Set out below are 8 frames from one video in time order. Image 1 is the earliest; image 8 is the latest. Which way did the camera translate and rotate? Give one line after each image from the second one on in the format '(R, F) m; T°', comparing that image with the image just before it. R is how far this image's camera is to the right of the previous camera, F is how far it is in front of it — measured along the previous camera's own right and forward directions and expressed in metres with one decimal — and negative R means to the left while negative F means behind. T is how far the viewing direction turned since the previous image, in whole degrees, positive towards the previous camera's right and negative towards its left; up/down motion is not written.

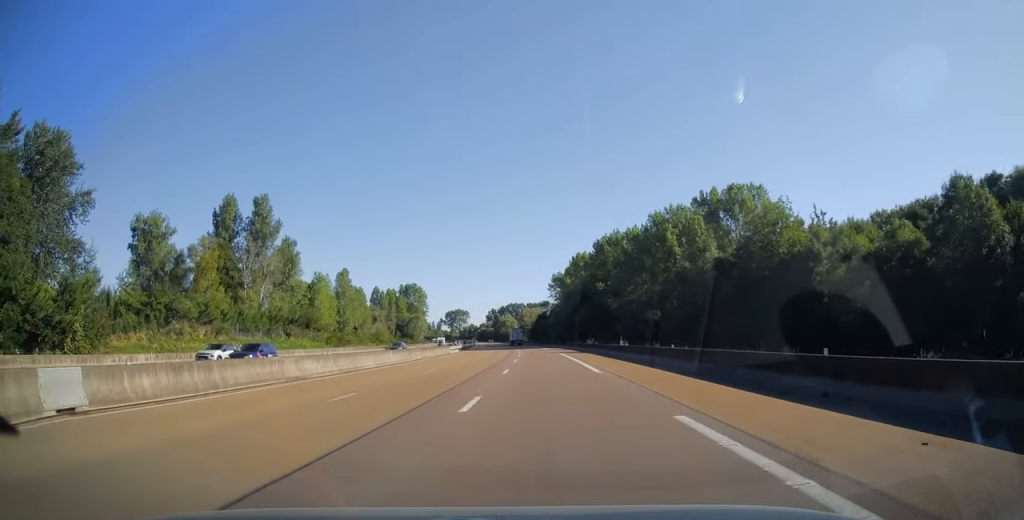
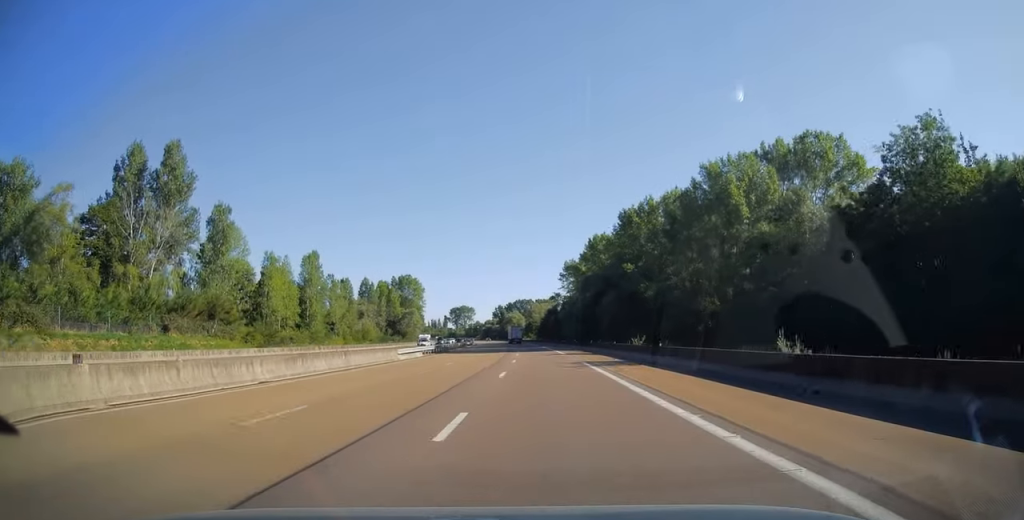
(-0.3, +29.4) m; -1°
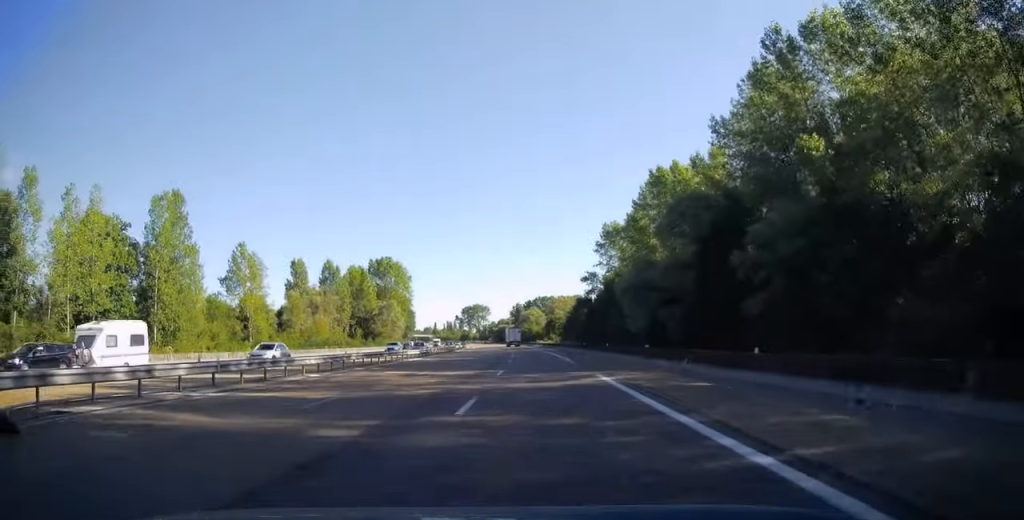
(-1.3, +61.7) m; -2°
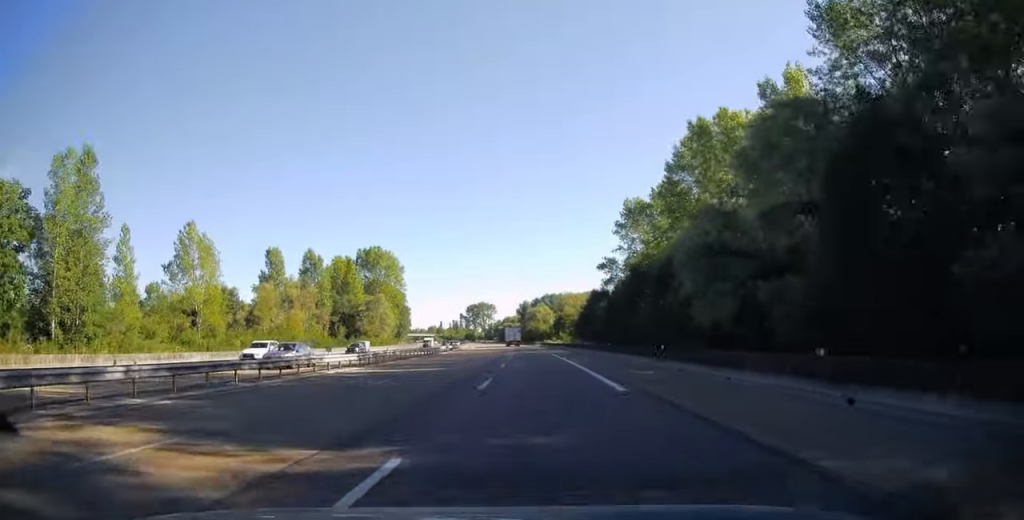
(-0.1, +20.2) m; -1°
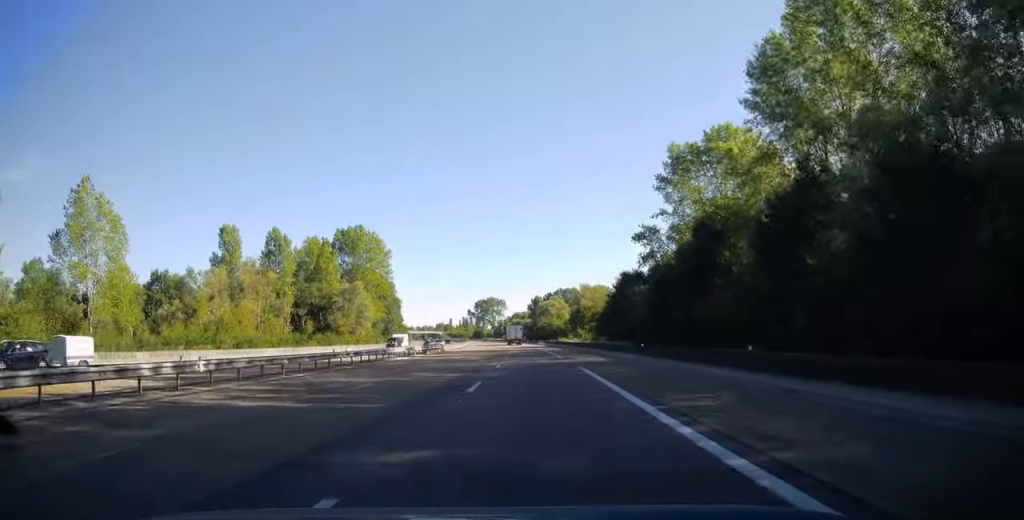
(-0.1, +27.7) m; -1°
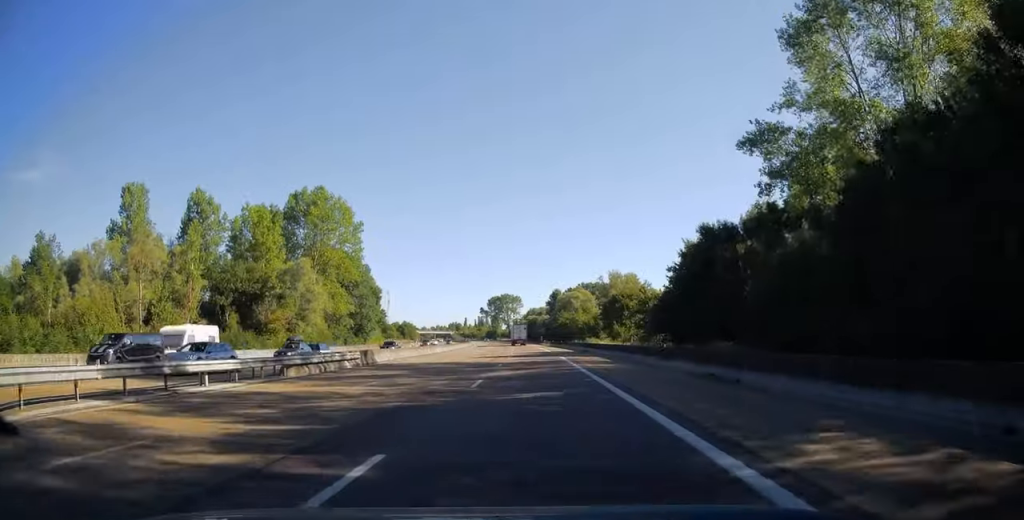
(-0.8, +36.8) m; -2°
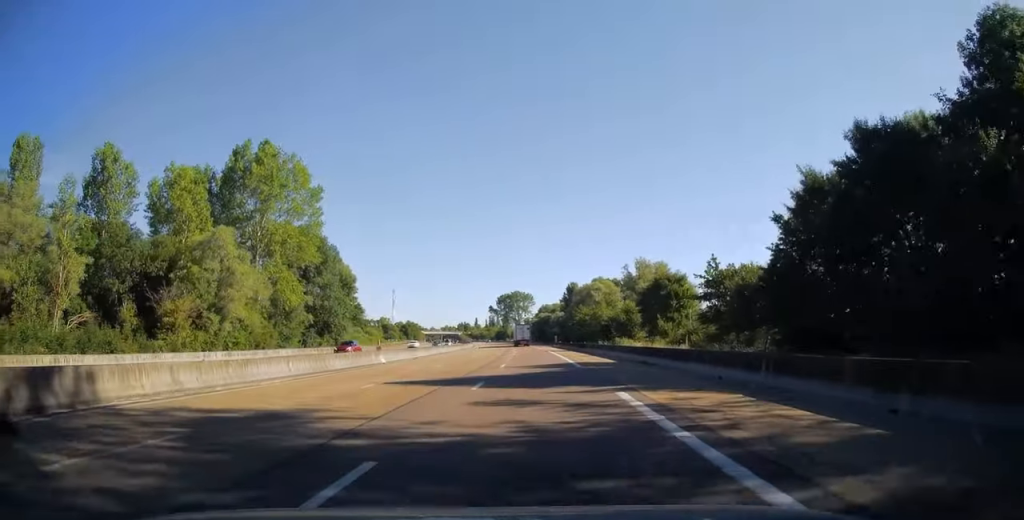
(-0.3, +26.3) m; -1°
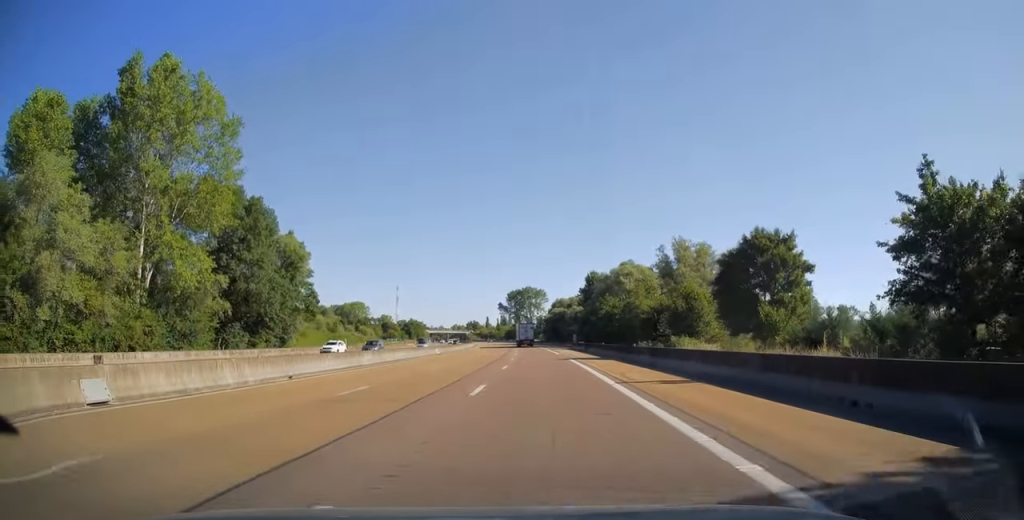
(-0.3, +27.9) m; -1°
